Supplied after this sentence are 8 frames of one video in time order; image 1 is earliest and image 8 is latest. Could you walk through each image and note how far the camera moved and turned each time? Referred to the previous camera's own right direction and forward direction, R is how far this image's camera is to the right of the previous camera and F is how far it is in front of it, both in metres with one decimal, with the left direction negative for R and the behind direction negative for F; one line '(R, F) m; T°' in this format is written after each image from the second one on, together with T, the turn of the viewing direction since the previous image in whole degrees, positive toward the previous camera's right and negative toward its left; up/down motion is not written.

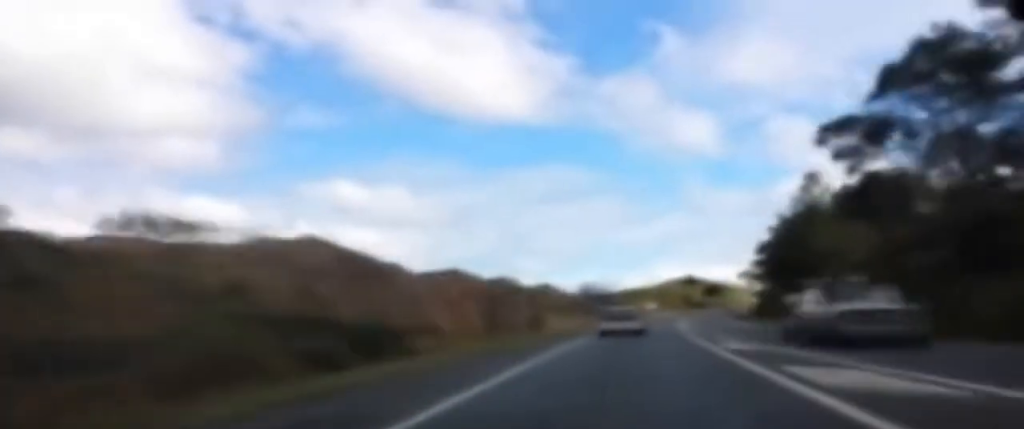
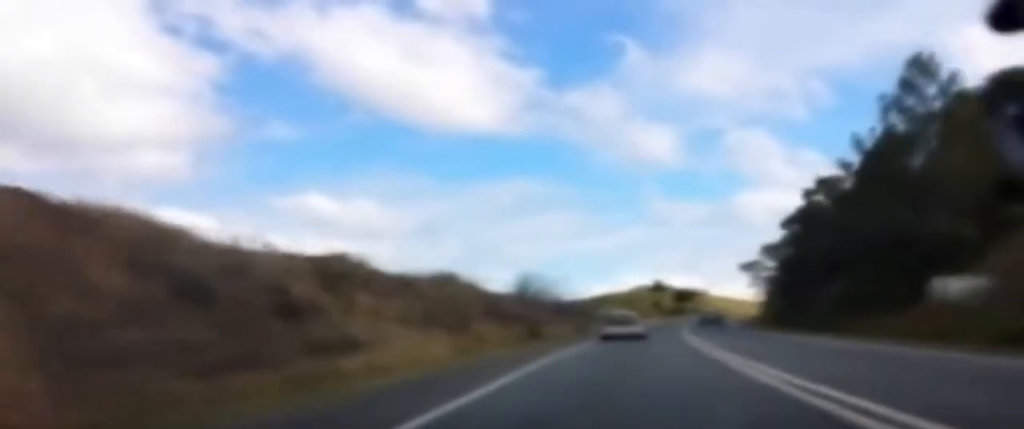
(+1.1, +43.2) m; +3°
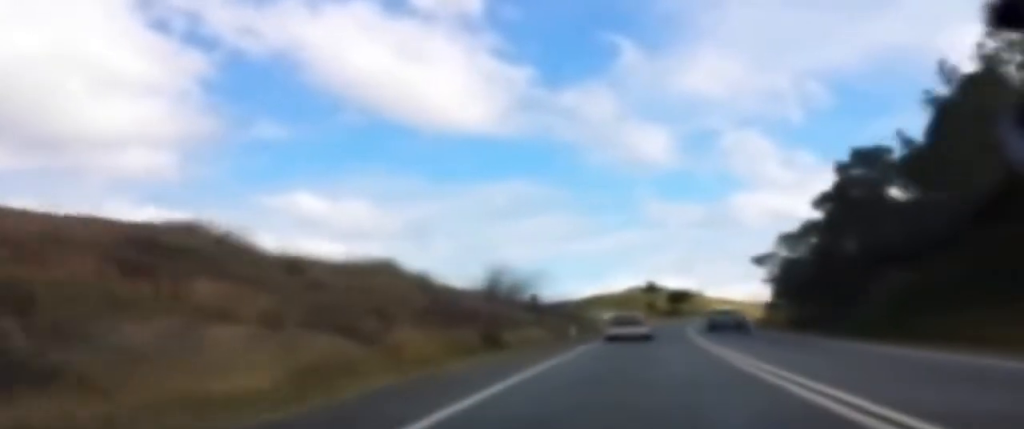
(+0.1, +14.1) m; +1°
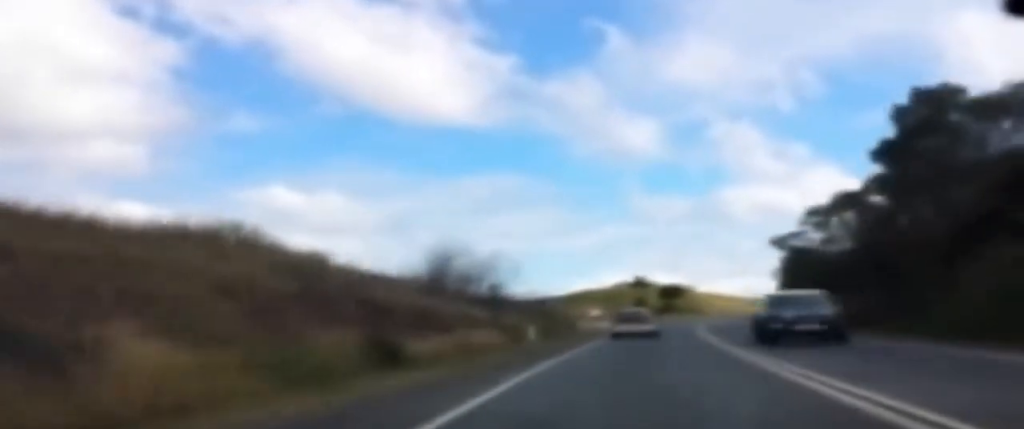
(+0.2, +14.9) m; 0°
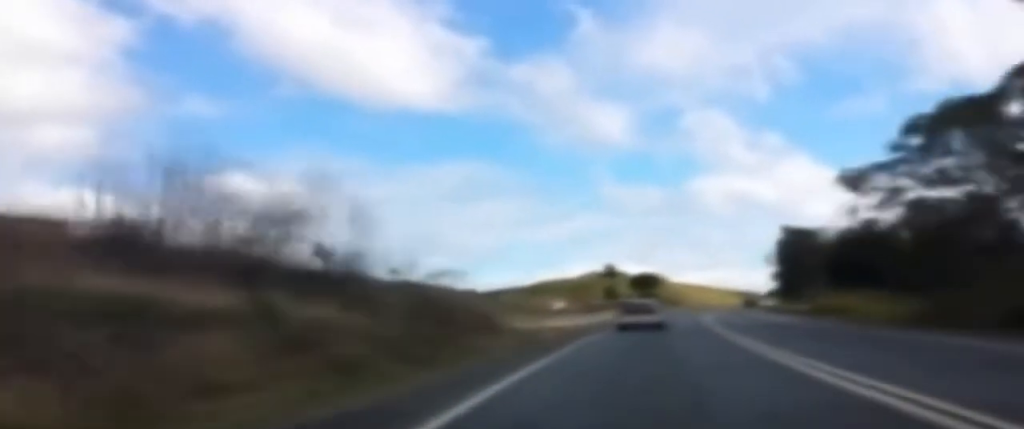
(+0.2, +27.6) m; +2°
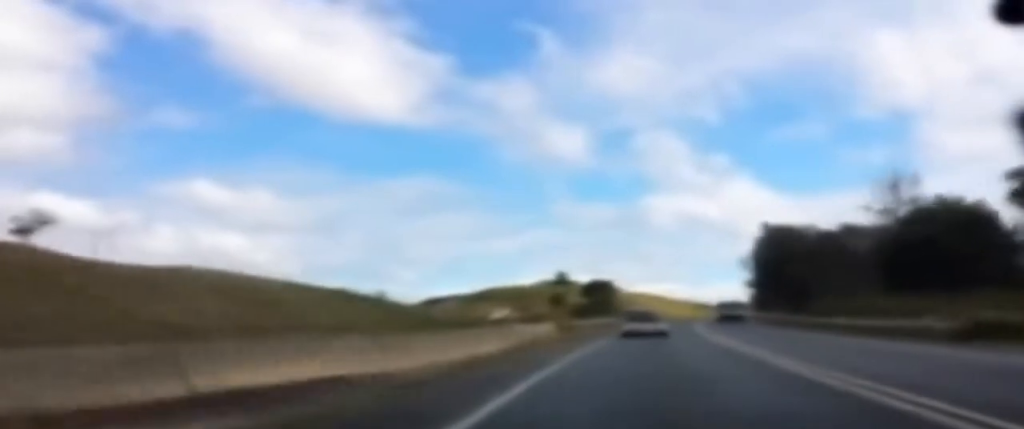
(+1.3, +37.2) m; +3°
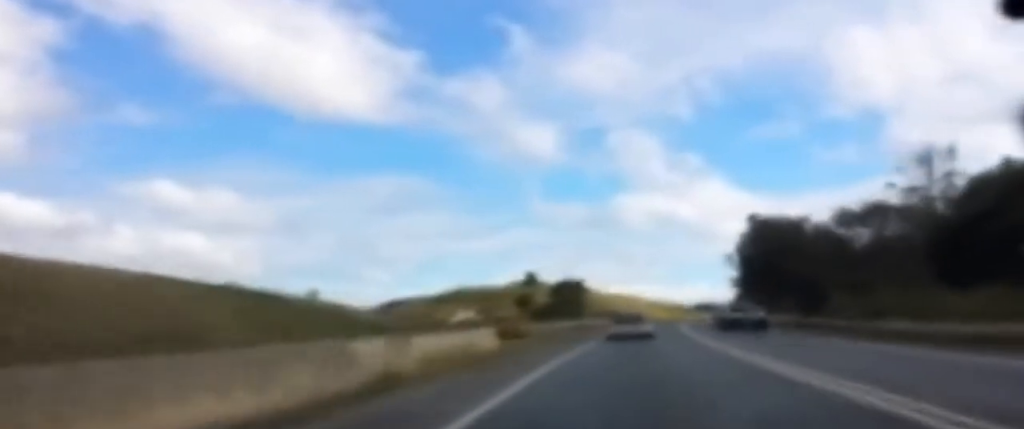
(0.0, +14.1) m; 0°
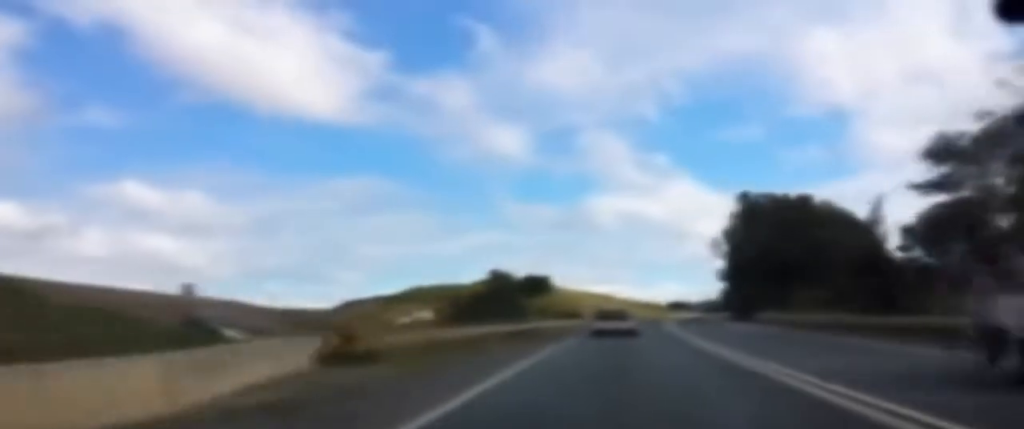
(+0.1, +22.4) m; +1°
